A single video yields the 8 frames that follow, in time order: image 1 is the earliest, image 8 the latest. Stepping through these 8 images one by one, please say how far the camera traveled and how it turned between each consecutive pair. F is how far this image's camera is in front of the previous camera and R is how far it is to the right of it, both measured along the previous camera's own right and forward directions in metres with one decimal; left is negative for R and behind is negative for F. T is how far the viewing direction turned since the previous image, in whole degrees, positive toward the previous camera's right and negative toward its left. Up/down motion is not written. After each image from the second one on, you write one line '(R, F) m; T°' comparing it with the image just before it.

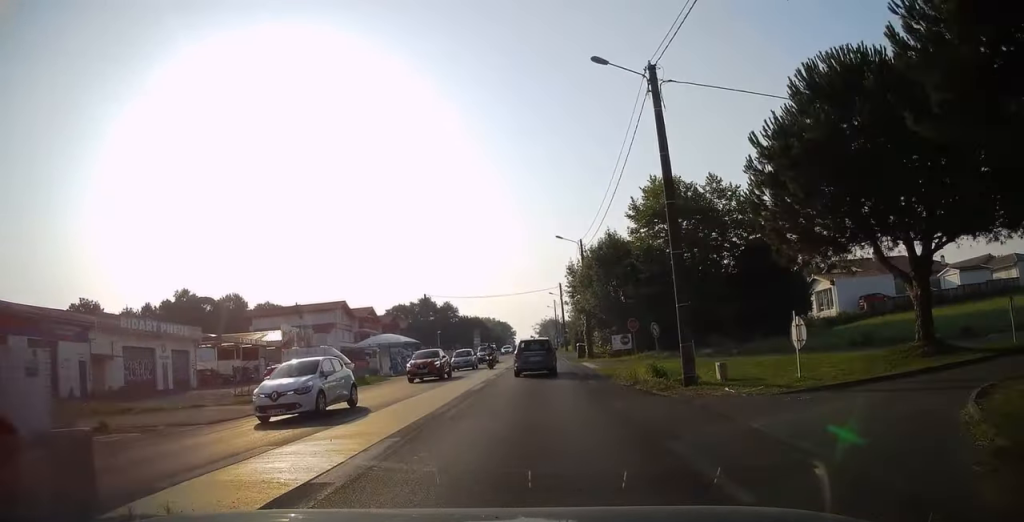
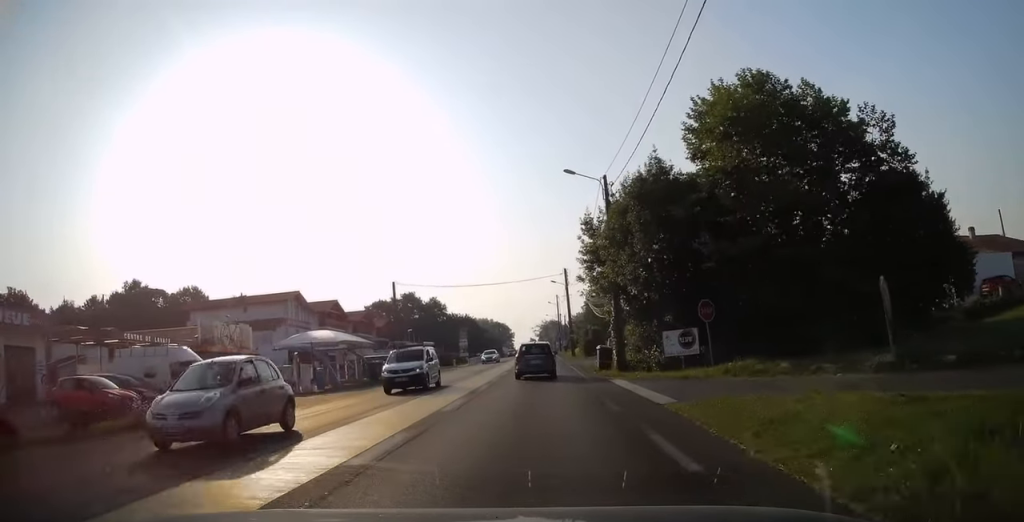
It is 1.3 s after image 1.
(0.0, +18.6) m; 0°
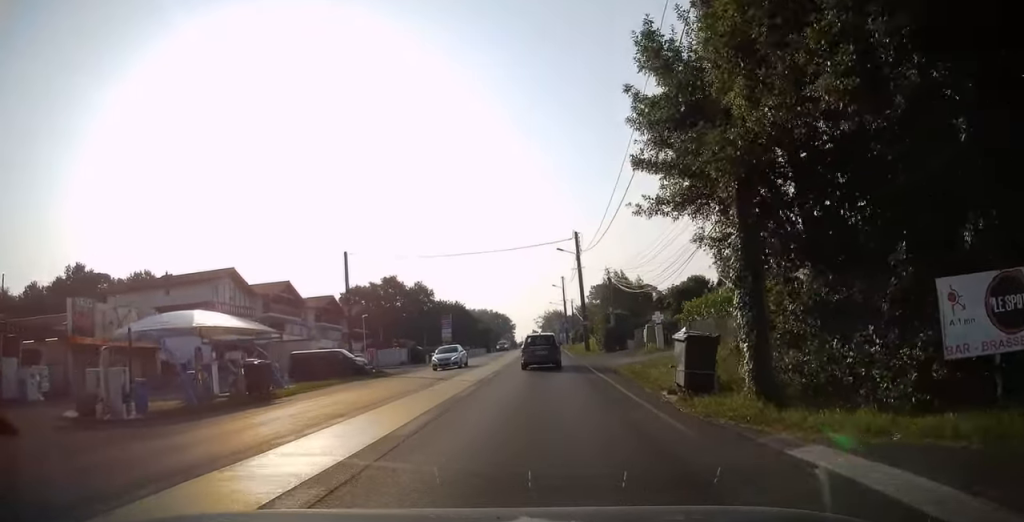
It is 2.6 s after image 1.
(+0.3, +17.8) m; +1°
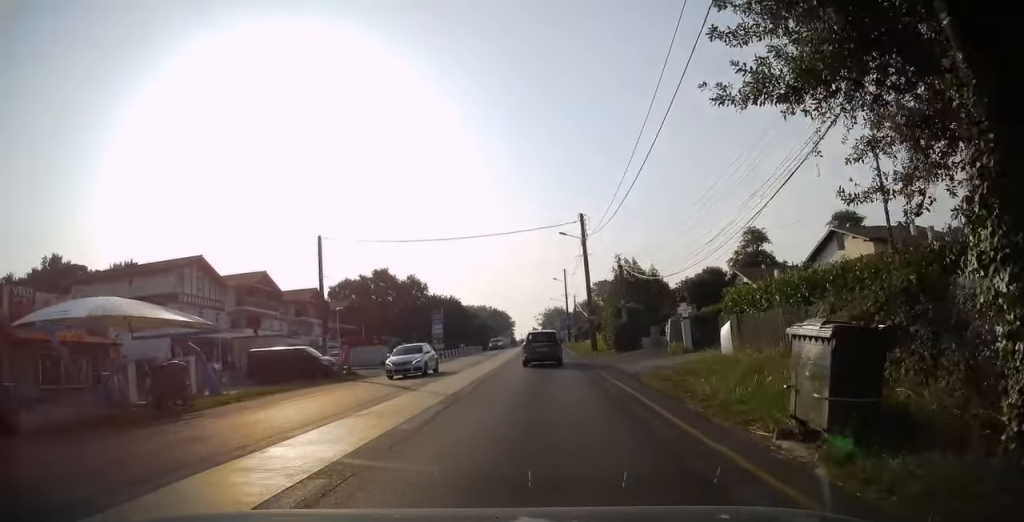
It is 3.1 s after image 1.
(+0.2, +6.3) m; 0°
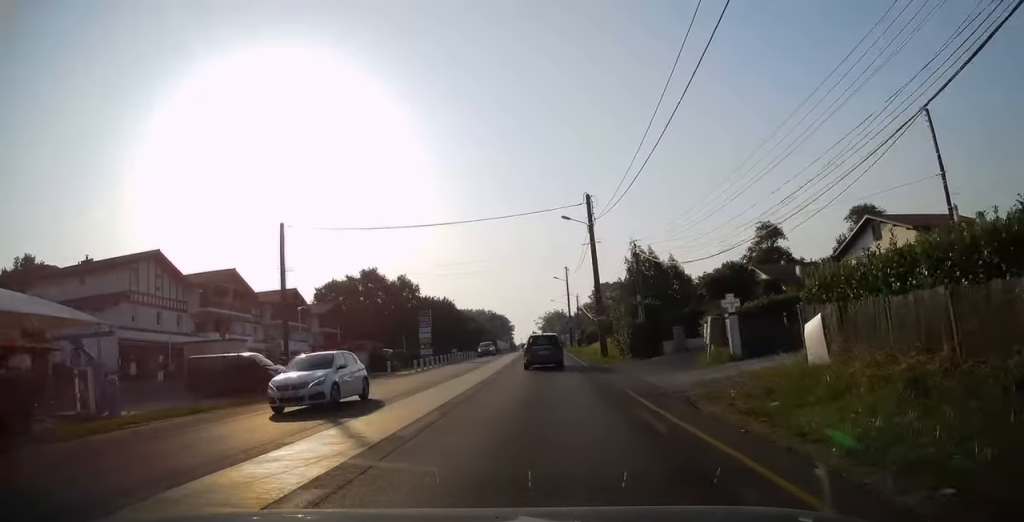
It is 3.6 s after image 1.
(-0.1, +6.8) m; -1°
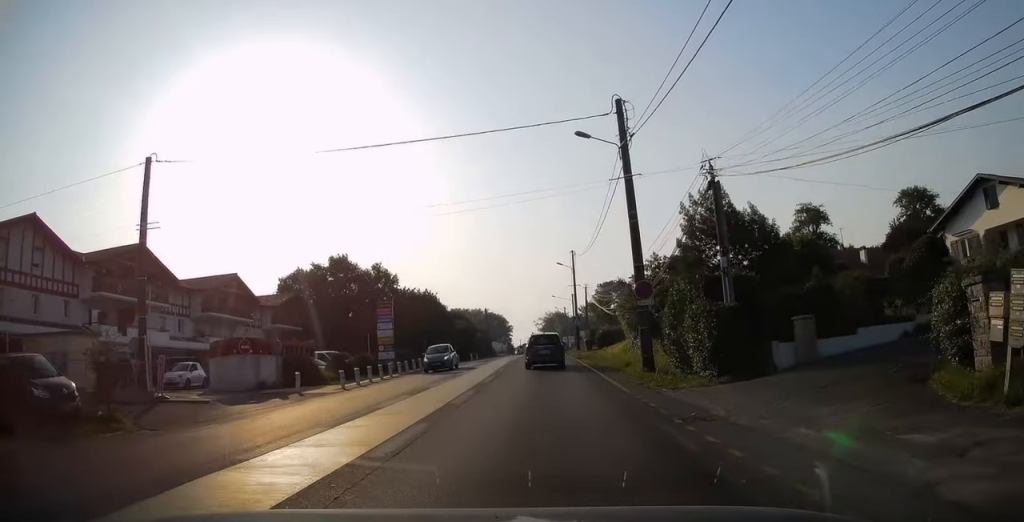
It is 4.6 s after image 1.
(-0.2, +14.8) m; -1°
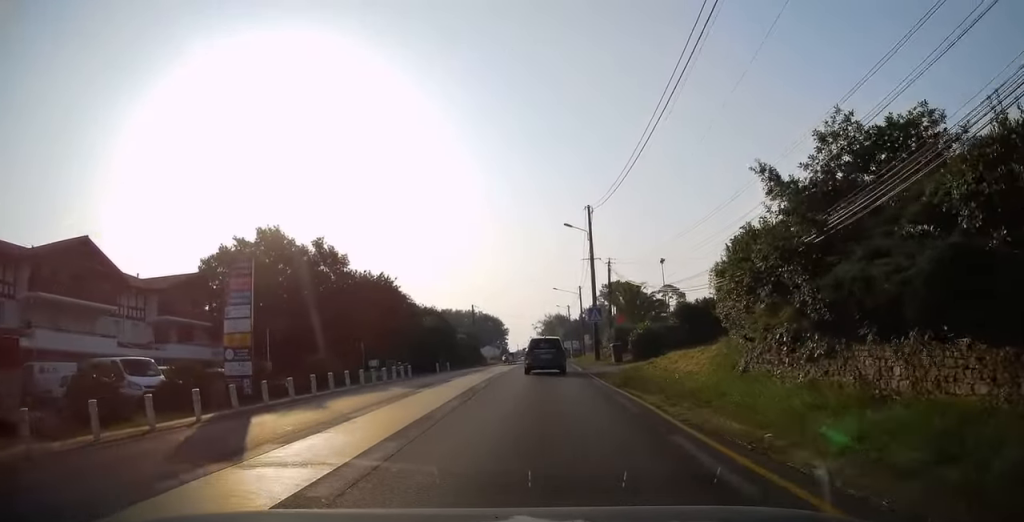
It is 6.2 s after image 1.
(+0.1, +21.7) m; +1°
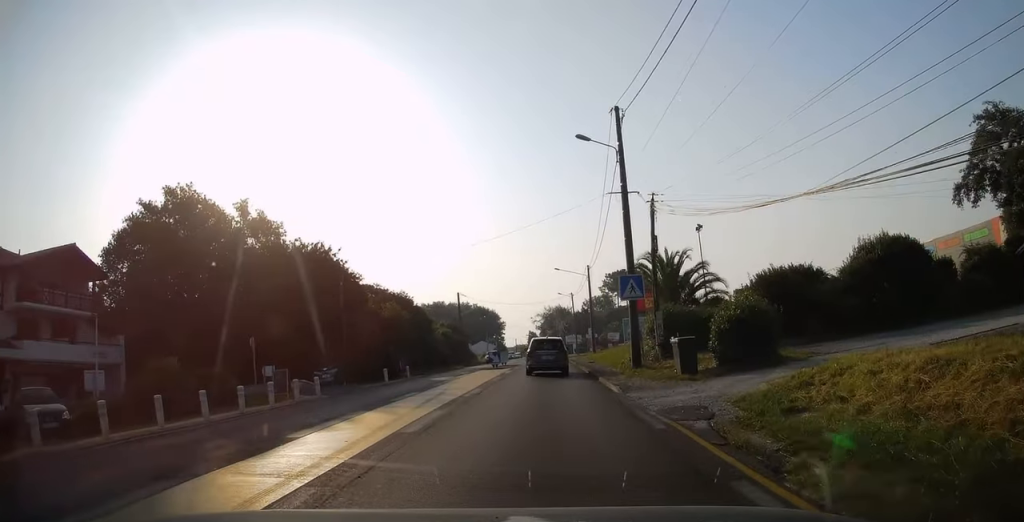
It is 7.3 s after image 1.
(0.0, +15.9) m; 0°
